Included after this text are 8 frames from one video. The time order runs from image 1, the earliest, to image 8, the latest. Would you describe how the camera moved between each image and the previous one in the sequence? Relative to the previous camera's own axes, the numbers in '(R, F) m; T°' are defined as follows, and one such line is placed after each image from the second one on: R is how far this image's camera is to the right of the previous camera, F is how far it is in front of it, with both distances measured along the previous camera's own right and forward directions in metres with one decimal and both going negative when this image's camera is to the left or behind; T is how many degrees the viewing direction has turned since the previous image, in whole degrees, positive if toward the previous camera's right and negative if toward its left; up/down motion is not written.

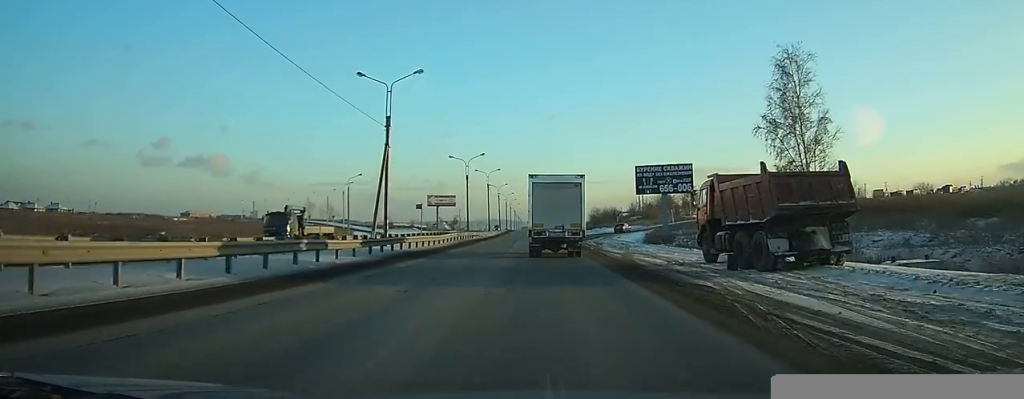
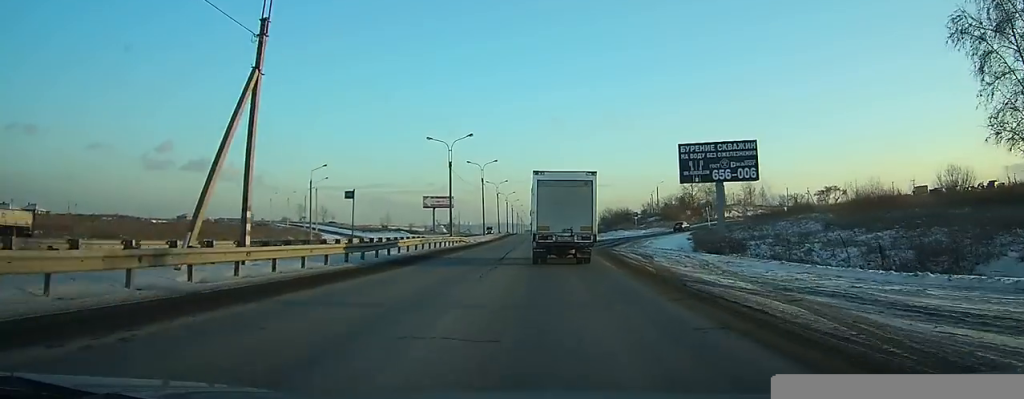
(0.0, +17.6) m; 0°
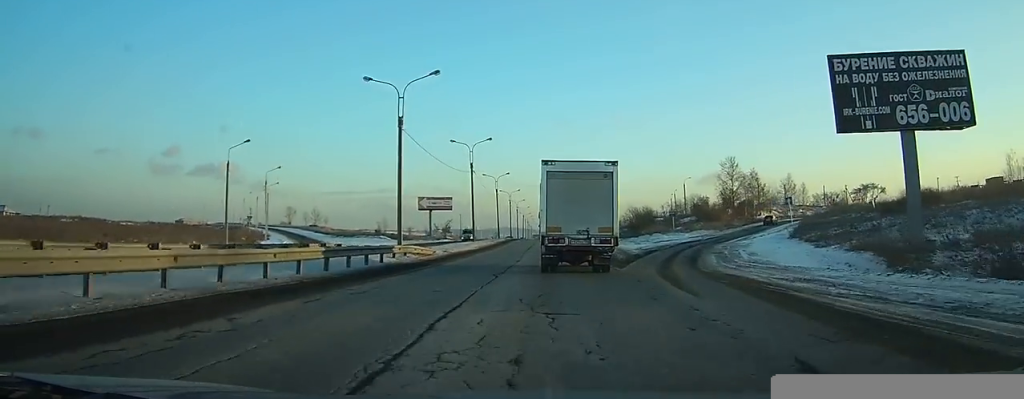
(+0.1, +23.3) m; 0°
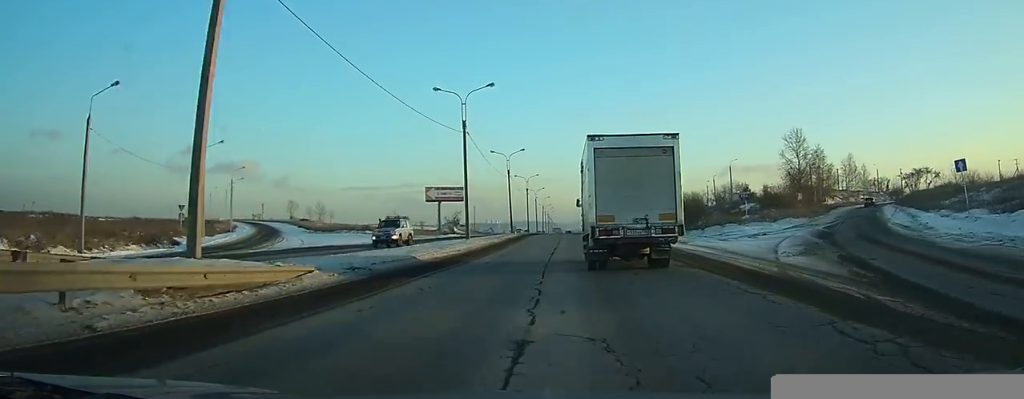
(-0.2, +21.5) m; -1°
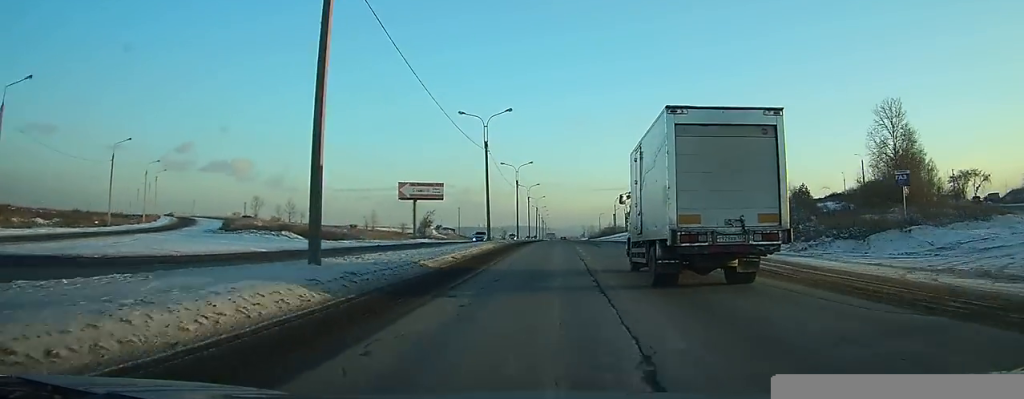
(-0.4, +28.0) m; -1°
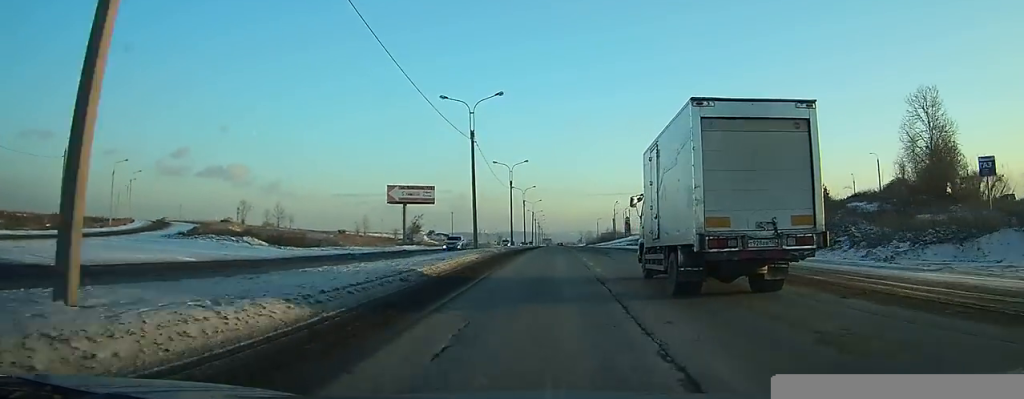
(0.0, +7.6) m; 0°
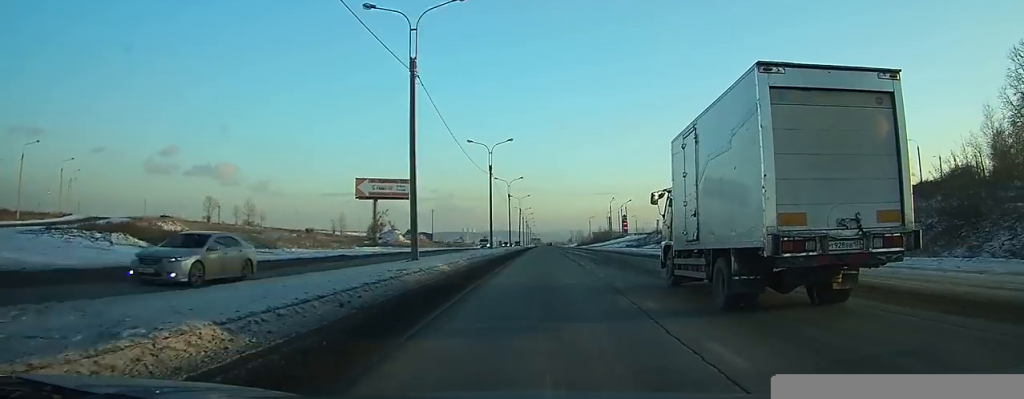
(-0.1, +17.2) m; 0°
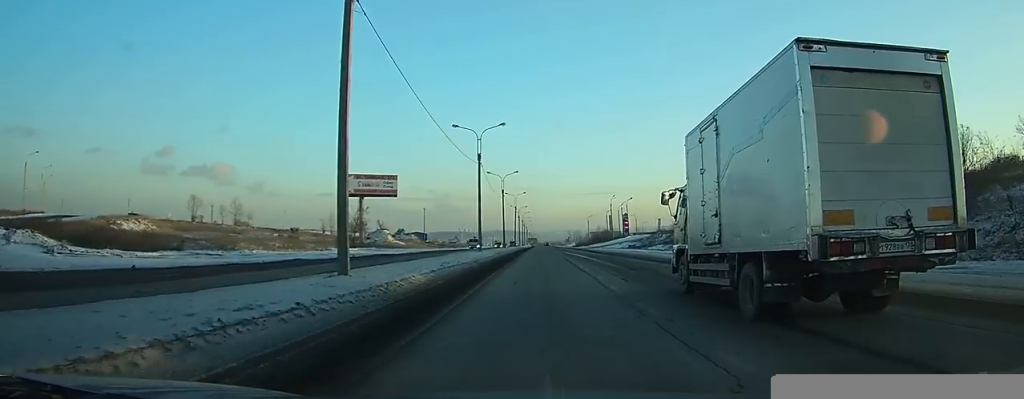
(-0.1, +8.3) m; 0°
